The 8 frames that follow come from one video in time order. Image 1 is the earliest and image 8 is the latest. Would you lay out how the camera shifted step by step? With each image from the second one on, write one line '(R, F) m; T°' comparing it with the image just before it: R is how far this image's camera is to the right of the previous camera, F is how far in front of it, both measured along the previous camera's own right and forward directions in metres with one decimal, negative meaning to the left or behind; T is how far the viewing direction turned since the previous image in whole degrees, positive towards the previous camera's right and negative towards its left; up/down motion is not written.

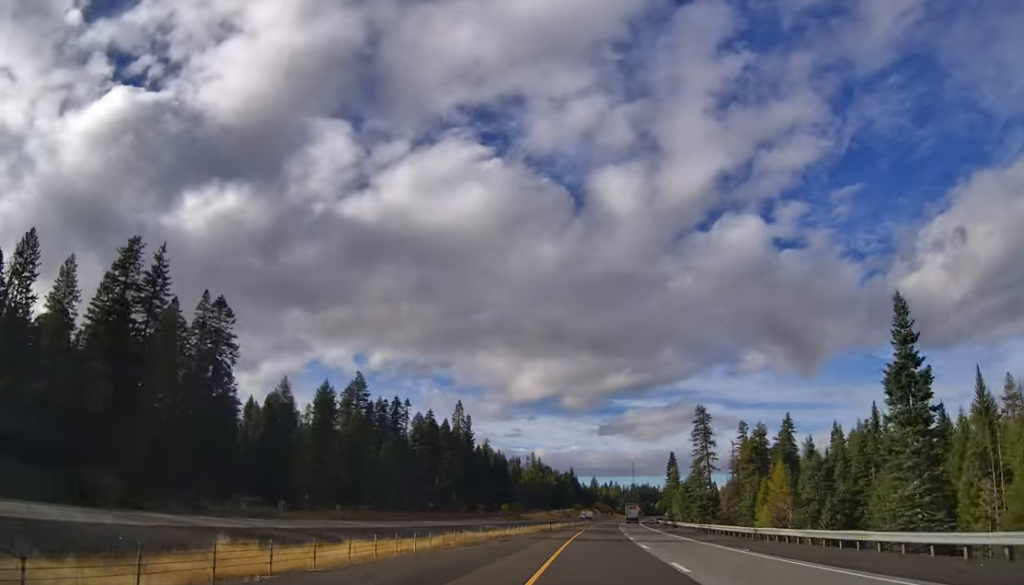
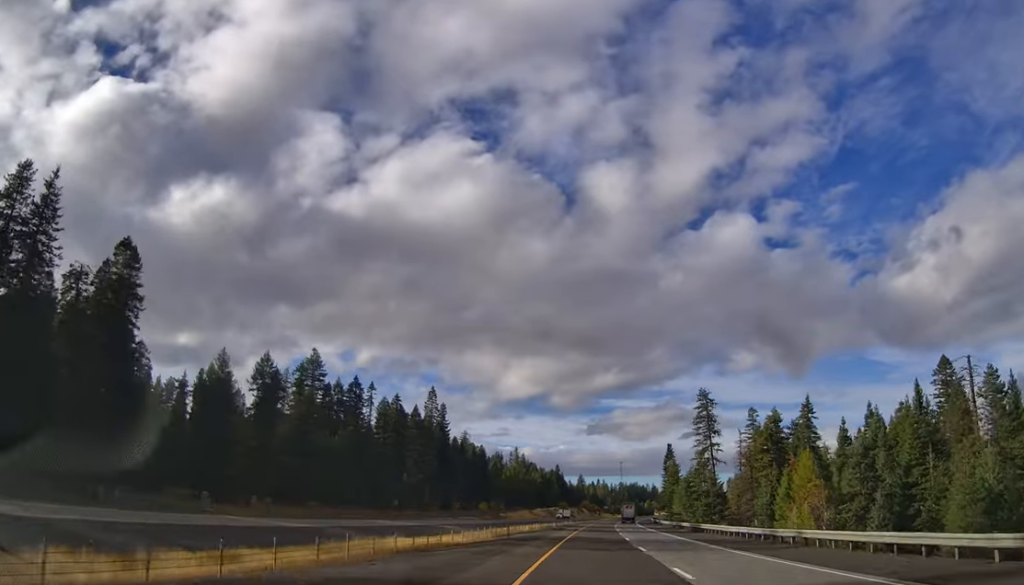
(+0.5, +26.6) m; +2°
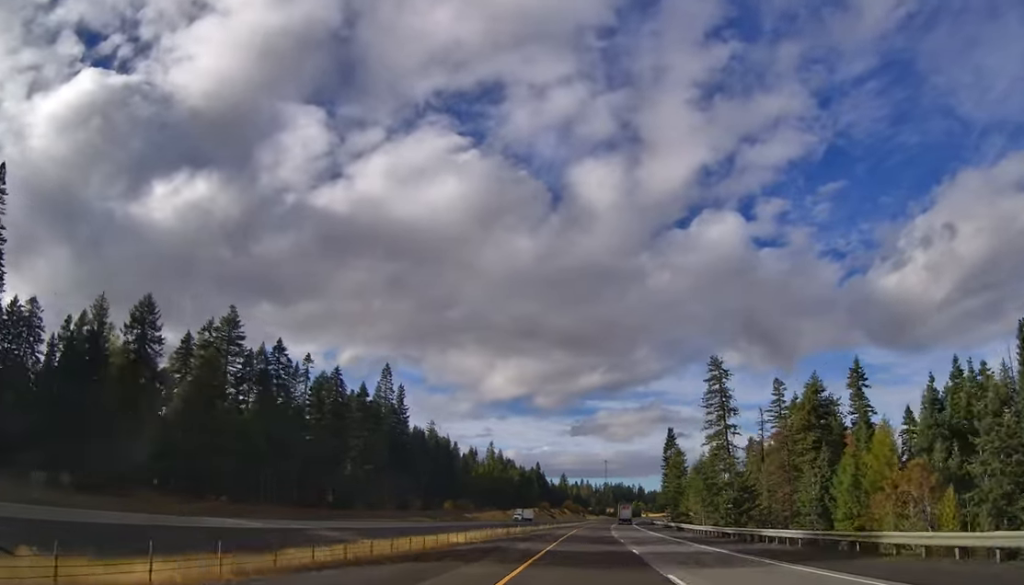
(+0.7, +38.7) m; +1°
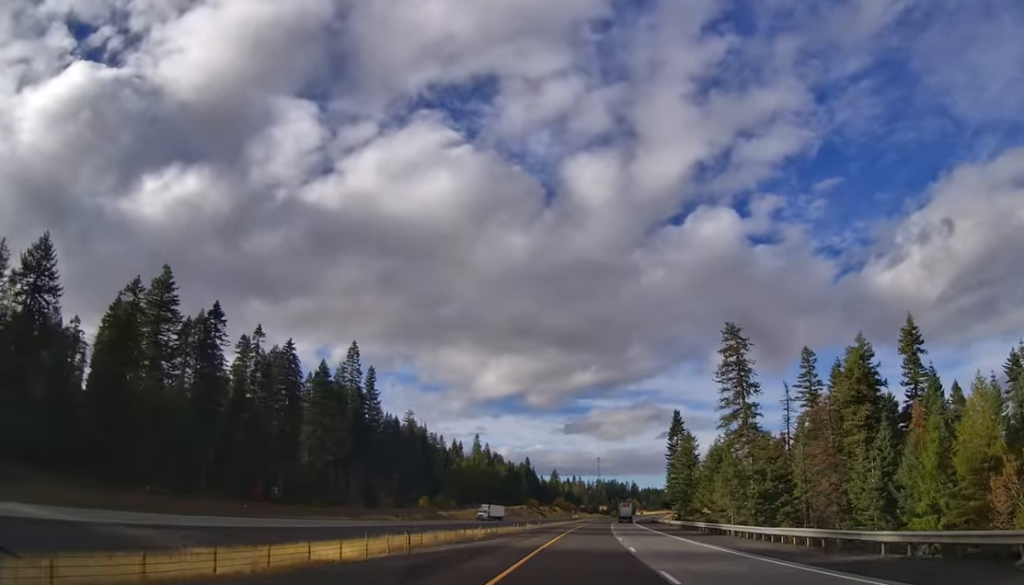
(0.0, +24.1) m; +1°
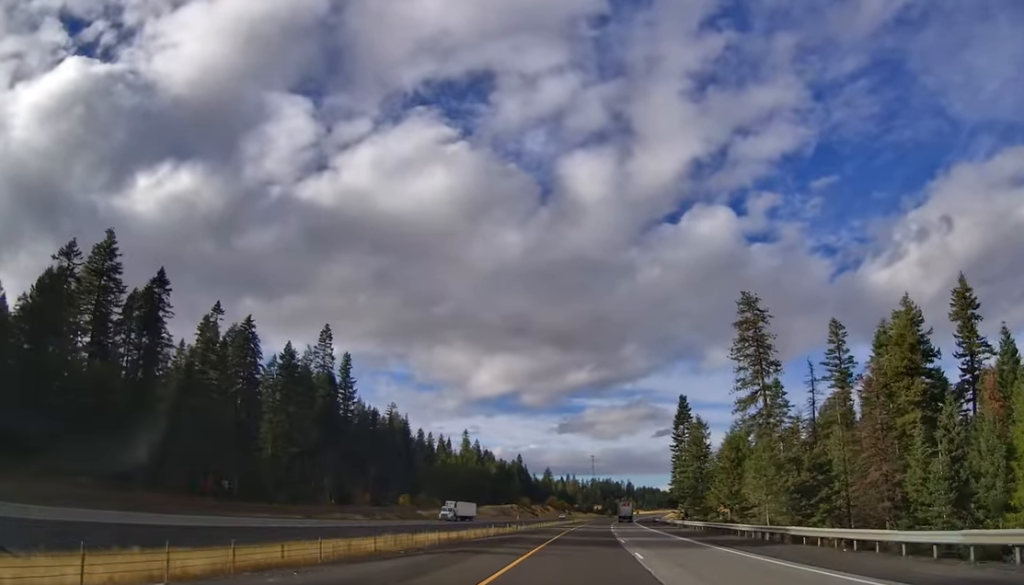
(-0.1, +16.9) m; 0°
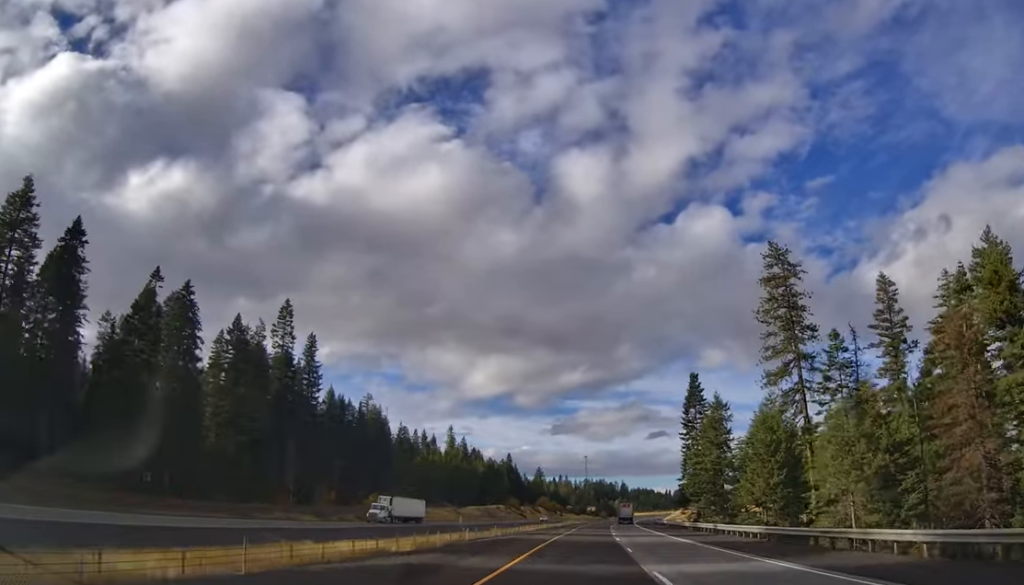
(+0.3, +20.6) m; +1°
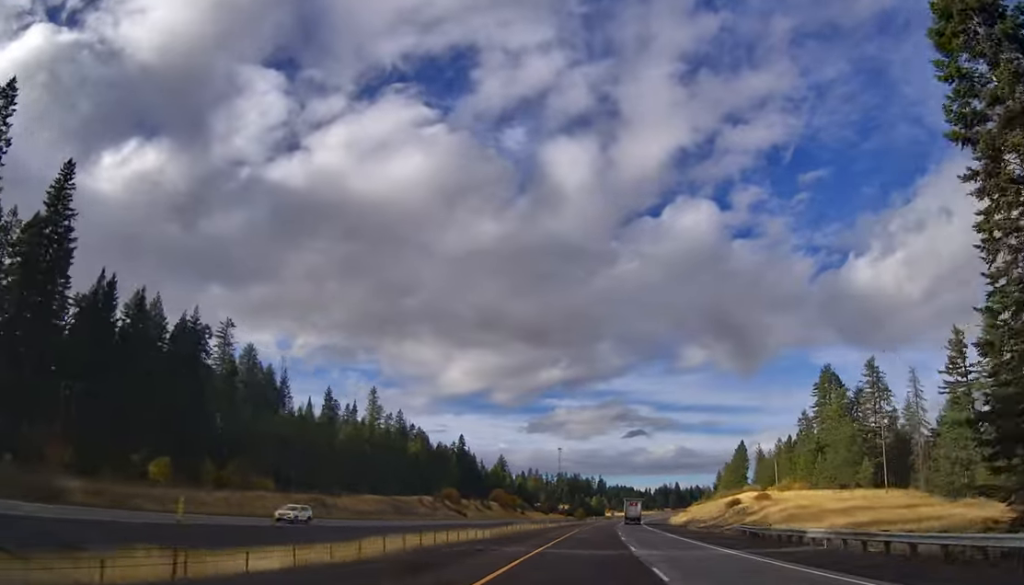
(+2.5, +85.9) m; +2°
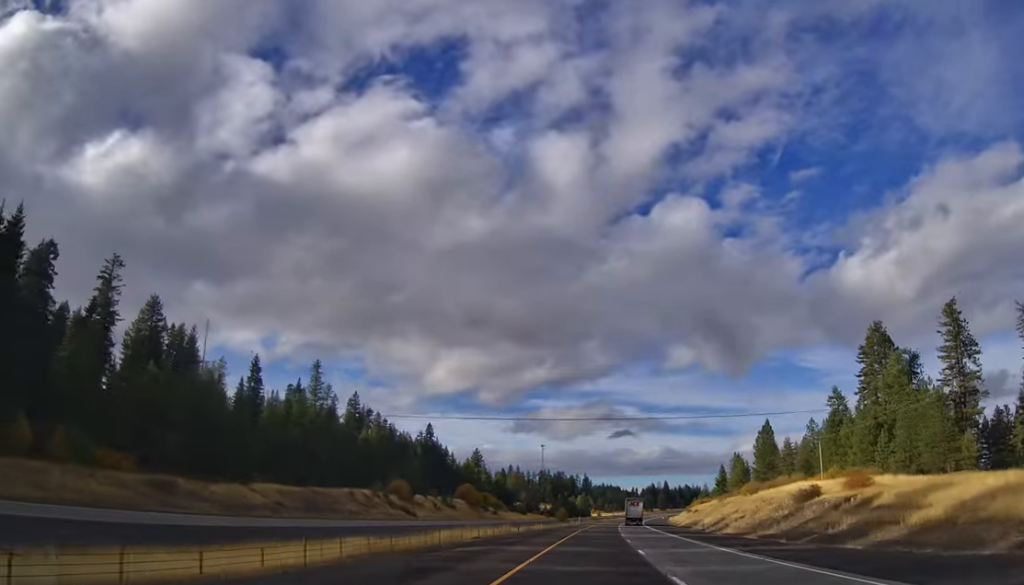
(-0.3, +39.7) m; +2°
